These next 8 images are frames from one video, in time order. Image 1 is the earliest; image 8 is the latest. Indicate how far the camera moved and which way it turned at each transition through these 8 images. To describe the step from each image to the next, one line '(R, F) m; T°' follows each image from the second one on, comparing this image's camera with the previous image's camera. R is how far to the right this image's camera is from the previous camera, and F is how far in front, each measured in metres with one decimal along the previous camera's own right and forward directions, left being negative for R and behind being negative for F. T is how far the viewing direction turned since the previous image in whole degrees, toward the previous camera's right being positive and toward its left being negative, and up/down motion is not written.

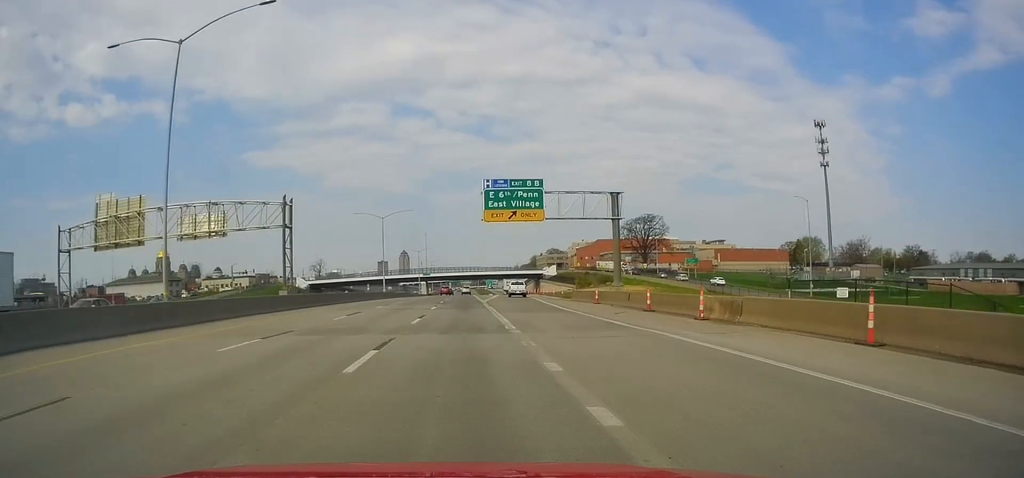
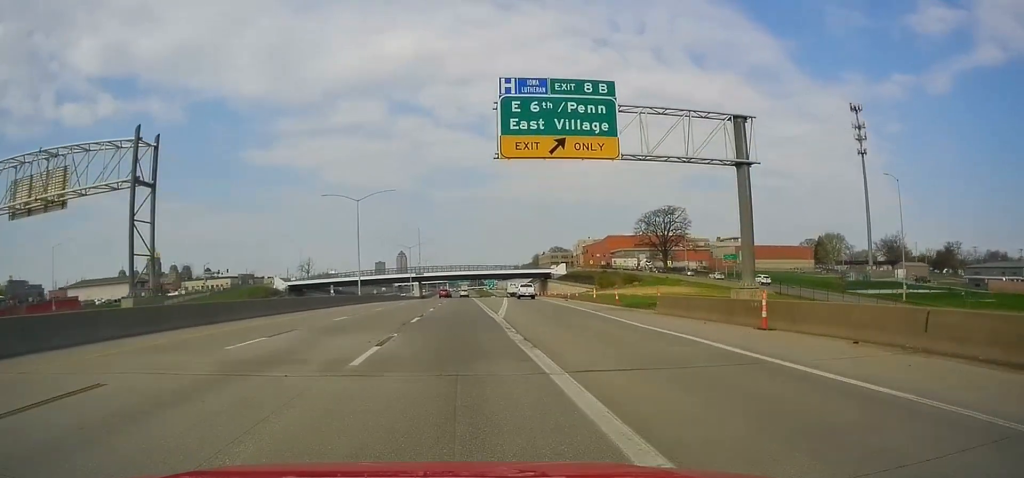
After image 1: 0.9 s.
(-0.5, +23.6) m; -1°
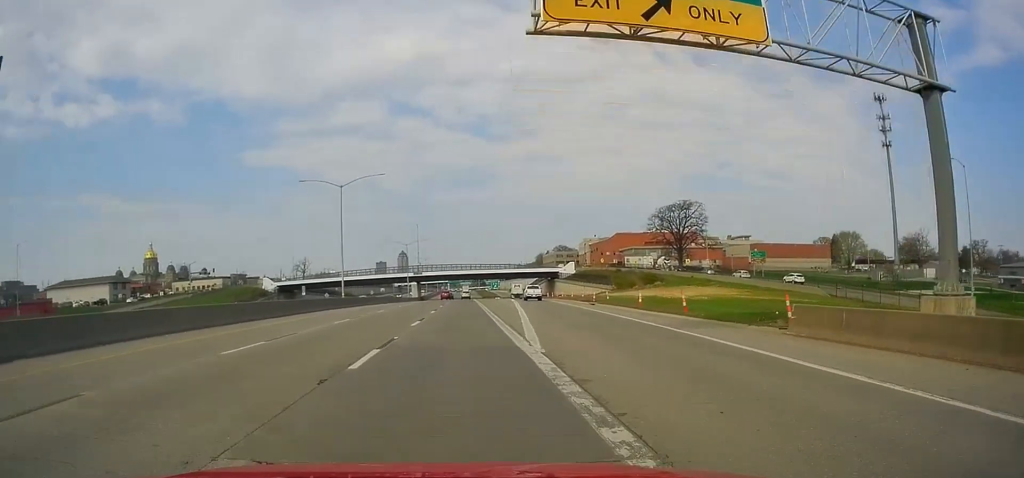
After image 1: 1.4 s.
(-0.3, +12.3) m; +1°
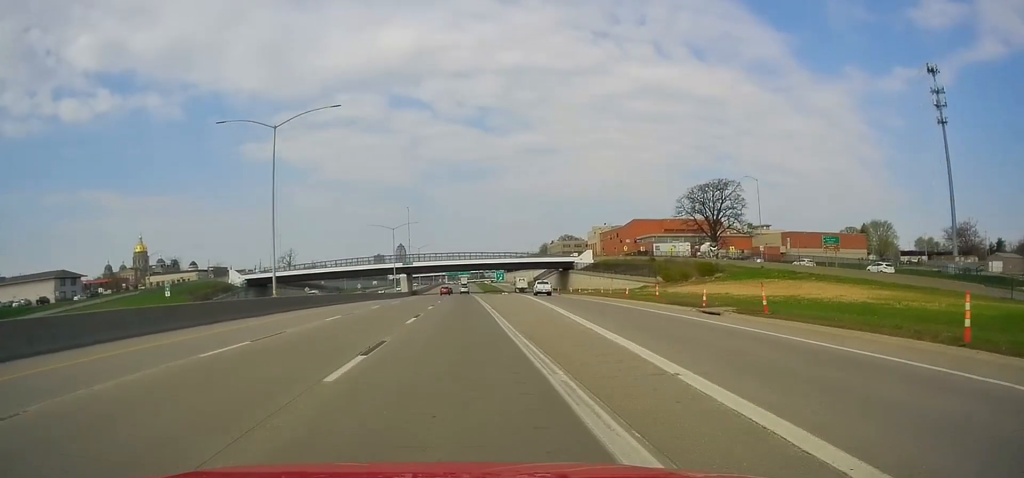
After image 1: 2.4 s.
(+0.7, +25.6) m; +1°
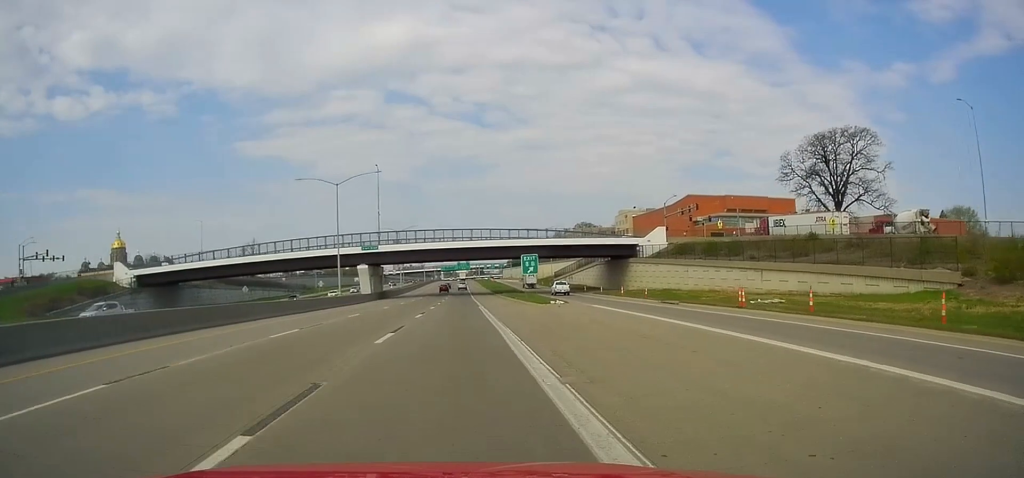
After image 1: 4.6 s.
(-1.9, +55.4) m; -1°
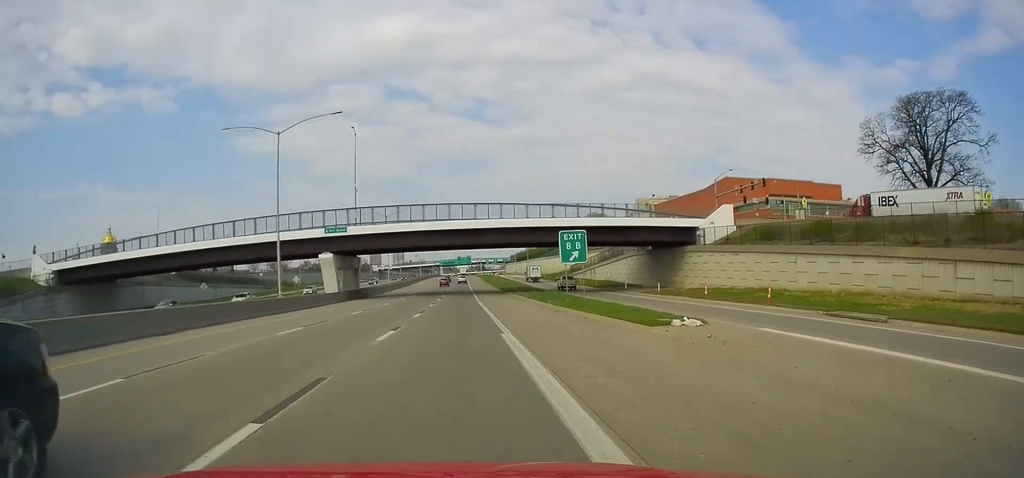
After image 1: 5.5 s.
(+1.1, +23.6) m; +1°
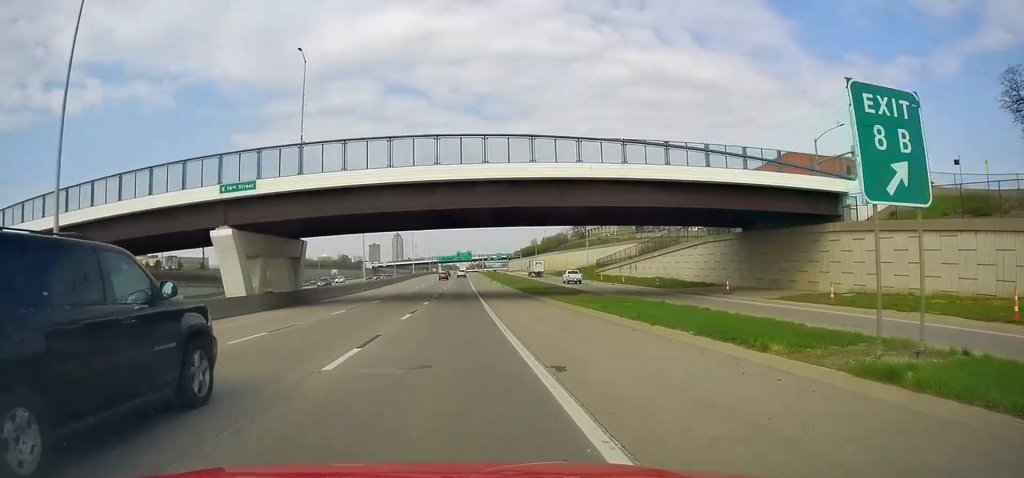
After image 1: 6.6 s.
(-0.5, +28.8) m; -1°
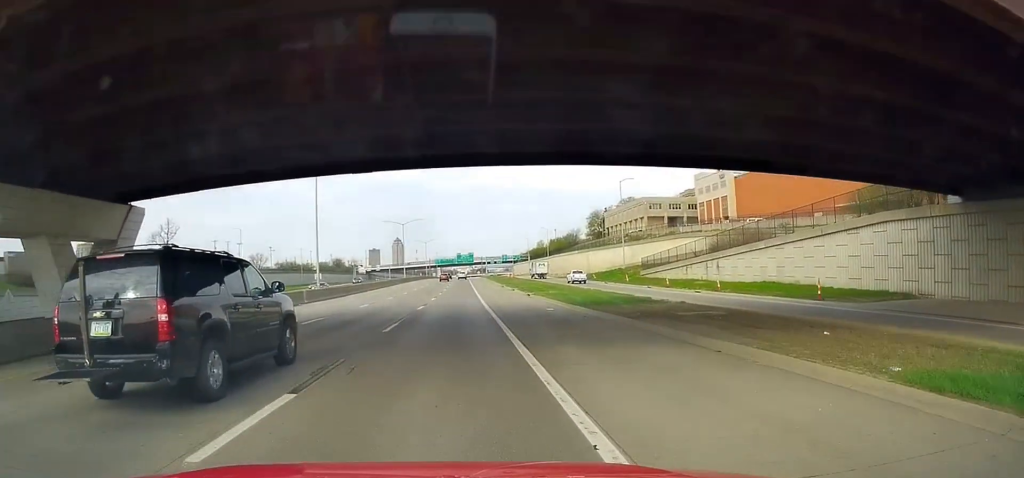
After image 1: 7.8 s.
(+0.2, +29.8) m; +1°
